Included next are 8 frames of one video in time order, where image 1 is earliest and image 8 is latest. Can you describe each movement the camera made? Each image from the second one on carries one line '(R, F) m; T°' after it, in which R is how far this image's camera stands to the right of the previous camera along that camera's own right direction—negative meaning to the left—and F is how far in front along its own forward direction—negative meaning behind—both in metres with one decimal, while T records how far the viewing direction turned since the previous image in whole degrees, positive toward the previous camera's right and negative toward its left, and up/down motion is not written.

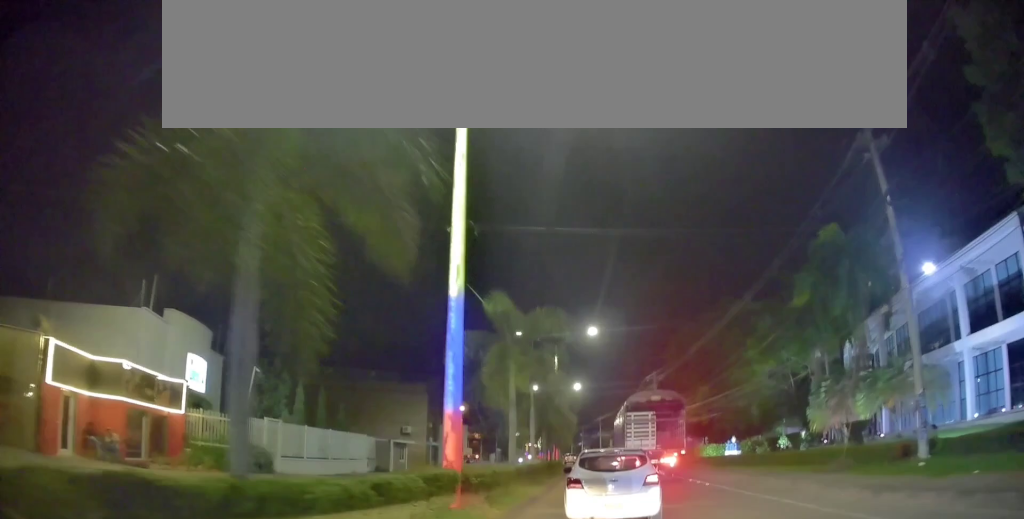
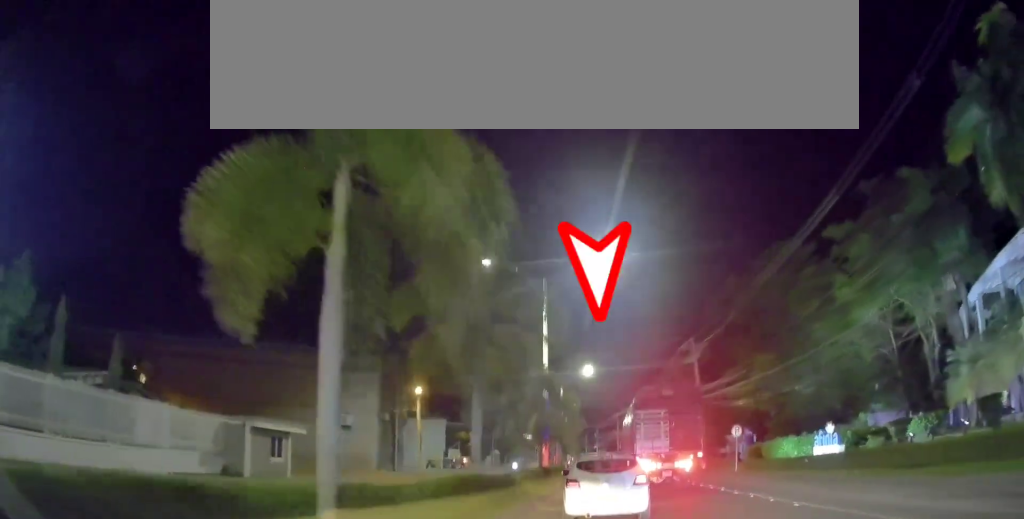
(-0.8, +19.0) m; -2°
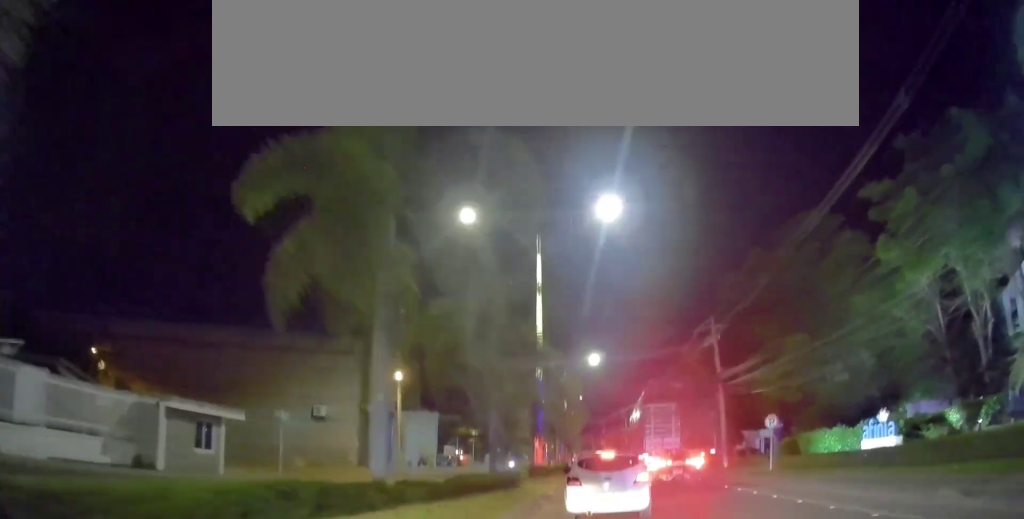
(0.0, +5.5) m; 0°
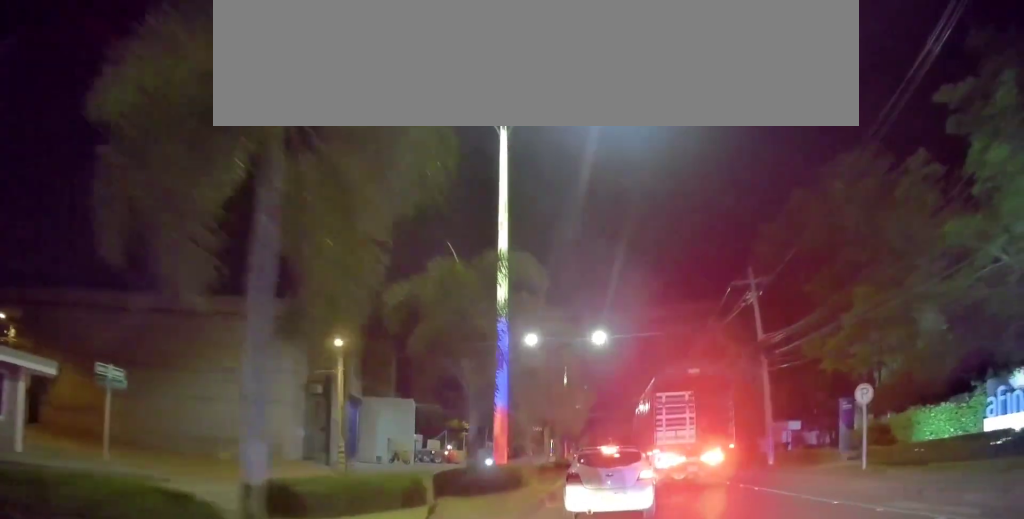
(0.0, +9.5) m; 0°
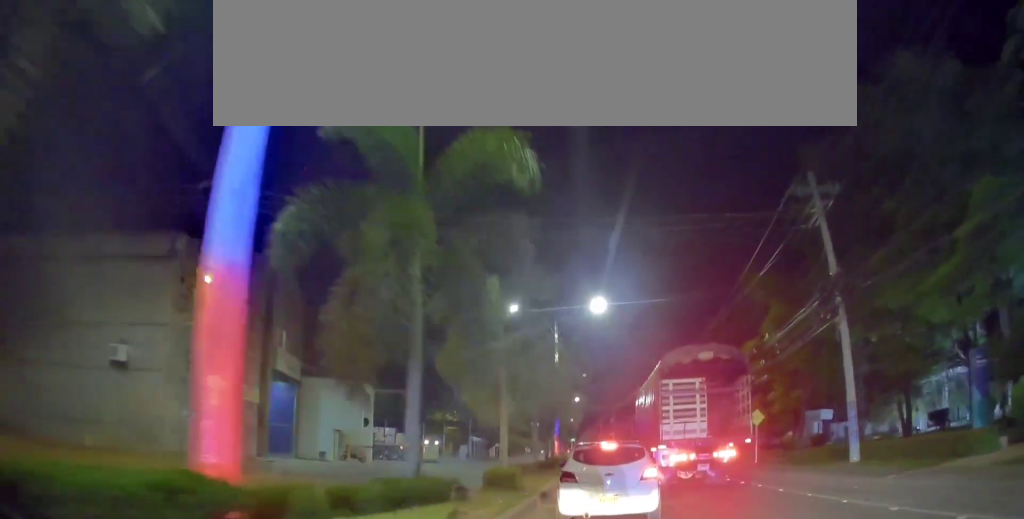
(0.0, +11.0) m; 0°
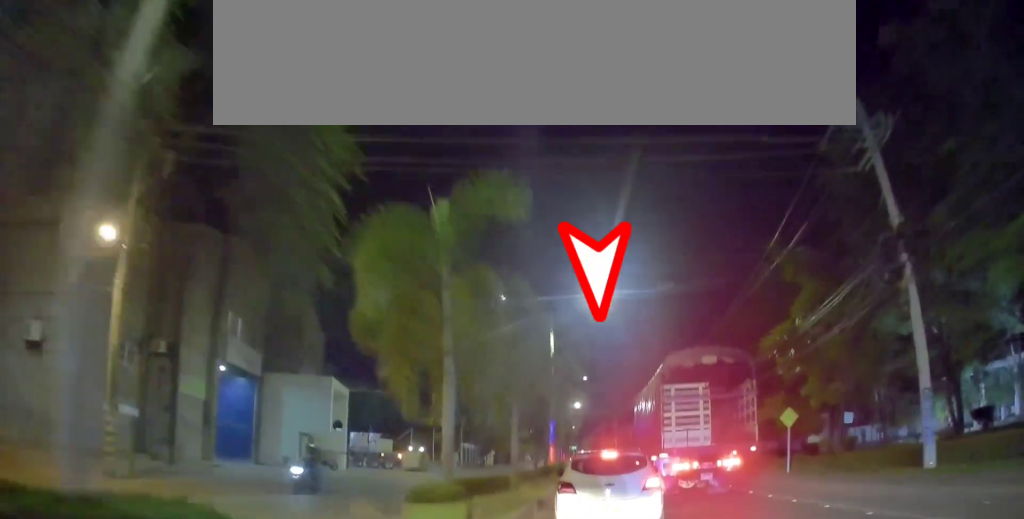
(0.0, +5.8) m; 0°
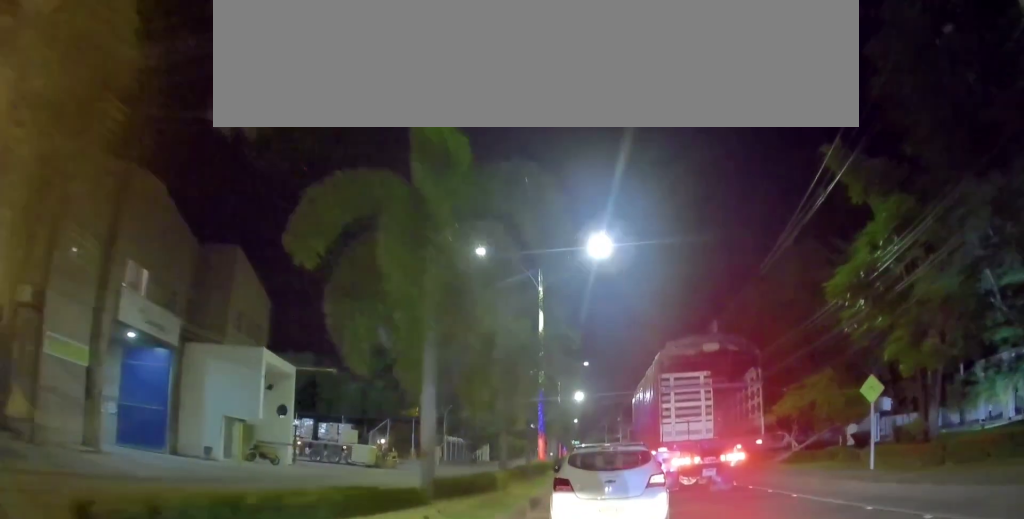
(0.0, +8.9) m; 0°
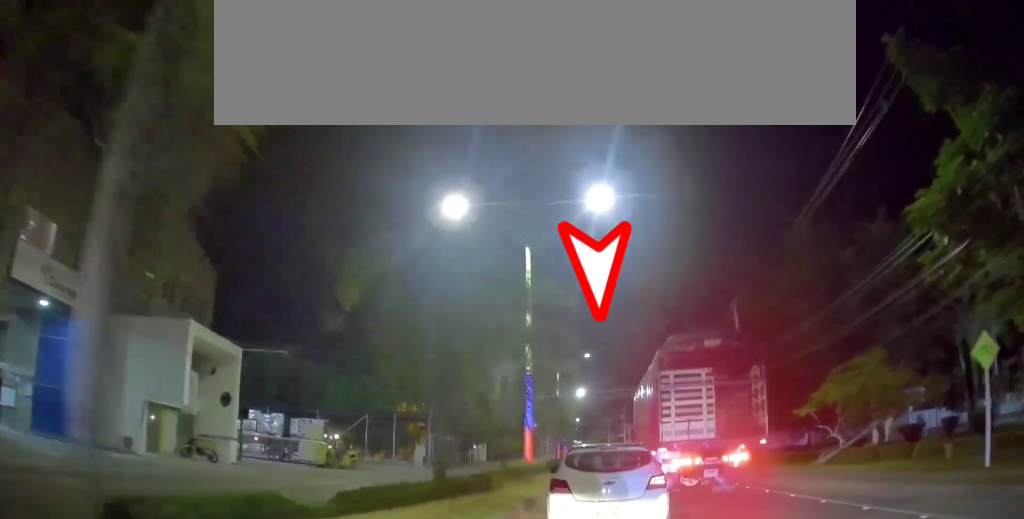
(0.0, +6.5) m; 0°
